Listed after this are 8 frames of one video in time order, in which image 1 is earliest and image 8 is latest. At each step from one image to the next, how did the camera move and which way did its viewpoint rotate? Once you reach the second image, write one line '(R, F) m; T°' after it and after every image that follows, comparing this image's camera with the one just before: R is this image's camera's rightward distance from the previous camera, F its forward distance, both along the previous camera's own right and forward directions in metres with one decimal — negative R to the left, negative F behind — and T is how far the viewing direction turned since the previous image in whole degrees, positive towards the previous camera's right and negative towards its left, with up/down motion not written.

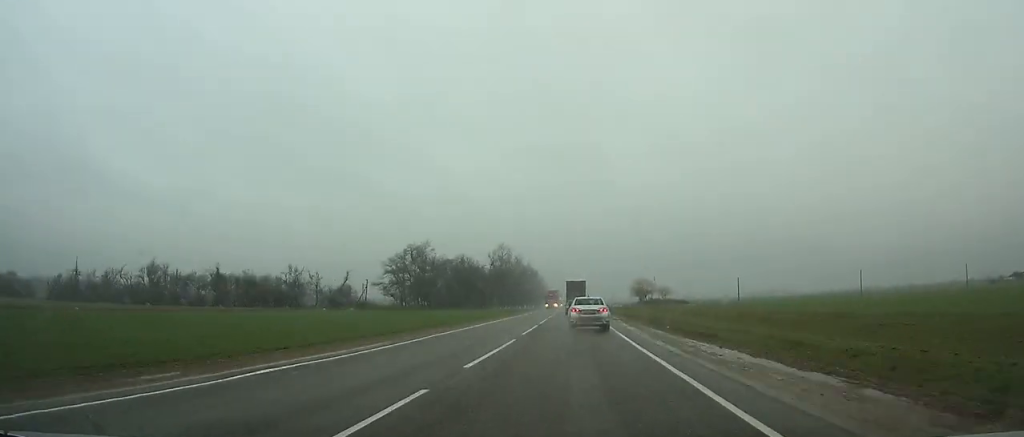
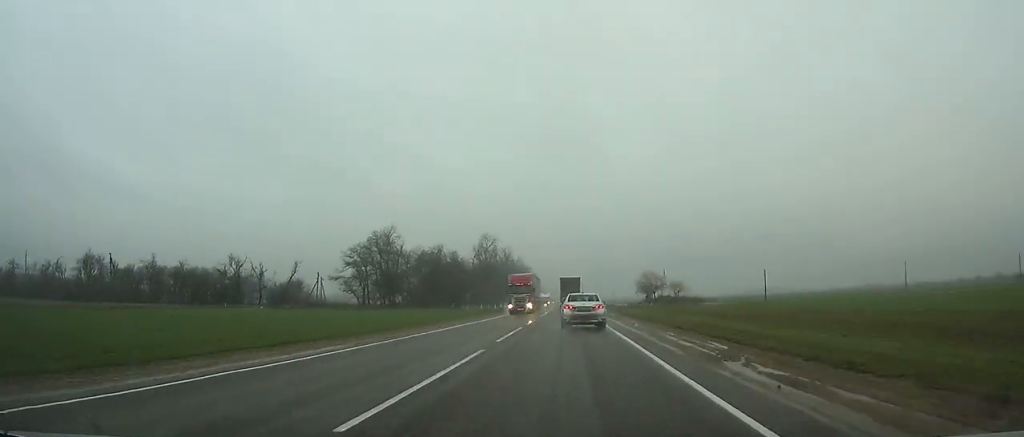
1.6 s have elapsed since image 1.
(0.0, +30.5) m; 0°
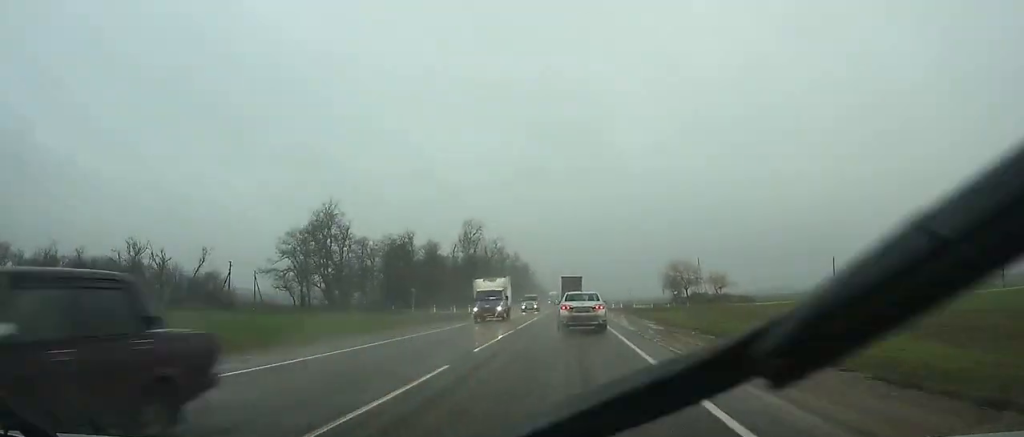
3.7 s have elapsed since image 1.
(+0.1, +39.5) m; 0°
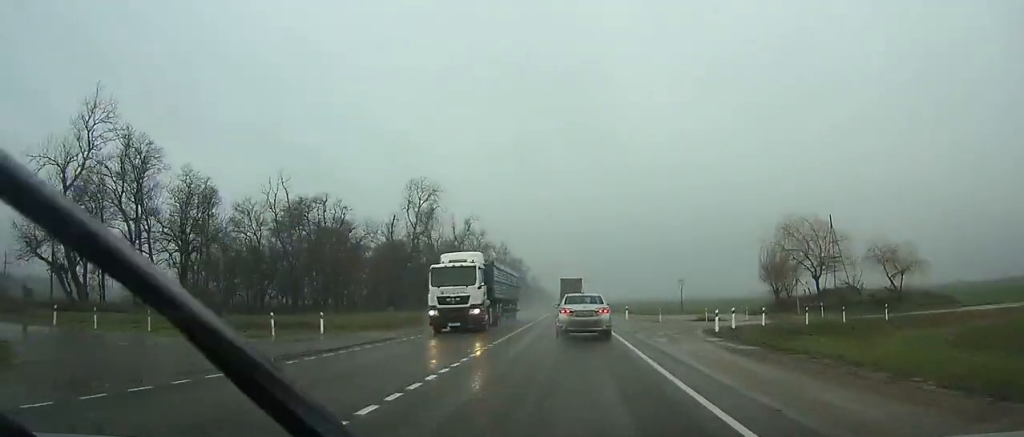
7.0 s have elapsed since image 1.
(0.0, +60.0) m; 0°
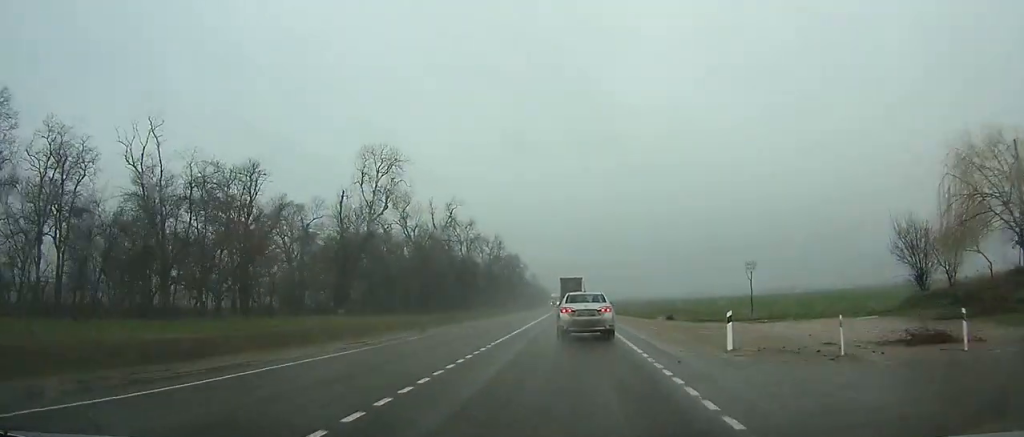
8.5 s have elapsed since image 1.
(+0.2, +26.4) m; 0°
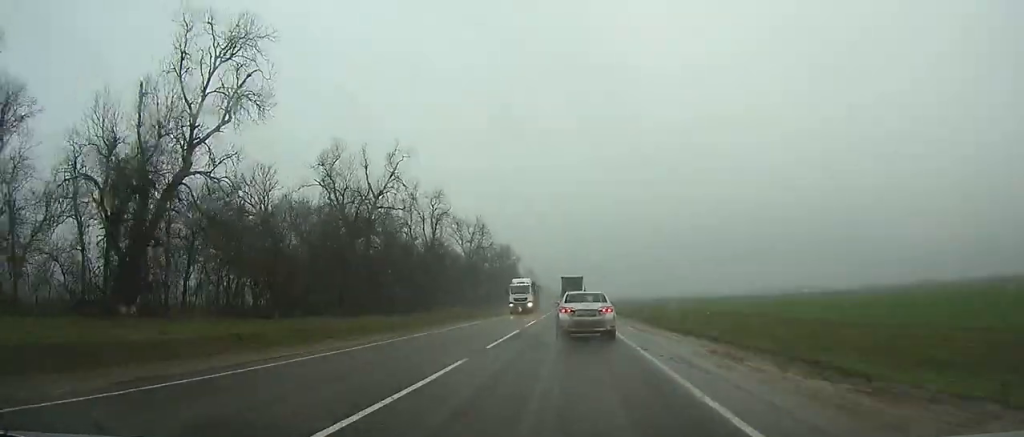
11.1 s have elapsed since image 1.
(-0.1, +45.2) m; 0°
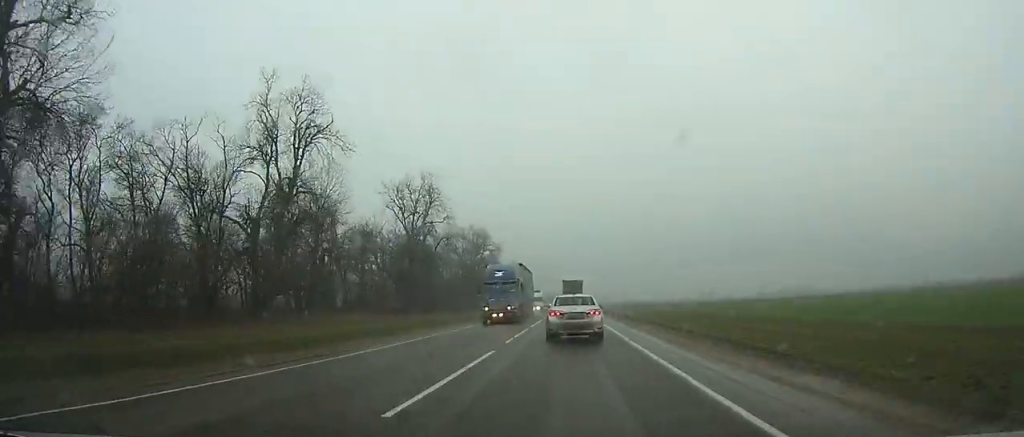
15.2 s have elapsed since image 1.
(-0.3, +69.9) m; 0°
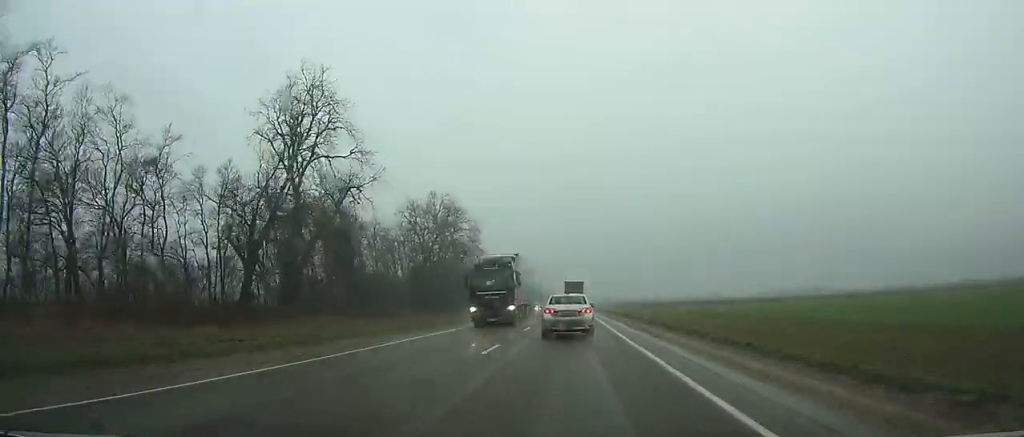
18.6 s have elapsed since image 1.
(0.0, +57.8) m; 0°
